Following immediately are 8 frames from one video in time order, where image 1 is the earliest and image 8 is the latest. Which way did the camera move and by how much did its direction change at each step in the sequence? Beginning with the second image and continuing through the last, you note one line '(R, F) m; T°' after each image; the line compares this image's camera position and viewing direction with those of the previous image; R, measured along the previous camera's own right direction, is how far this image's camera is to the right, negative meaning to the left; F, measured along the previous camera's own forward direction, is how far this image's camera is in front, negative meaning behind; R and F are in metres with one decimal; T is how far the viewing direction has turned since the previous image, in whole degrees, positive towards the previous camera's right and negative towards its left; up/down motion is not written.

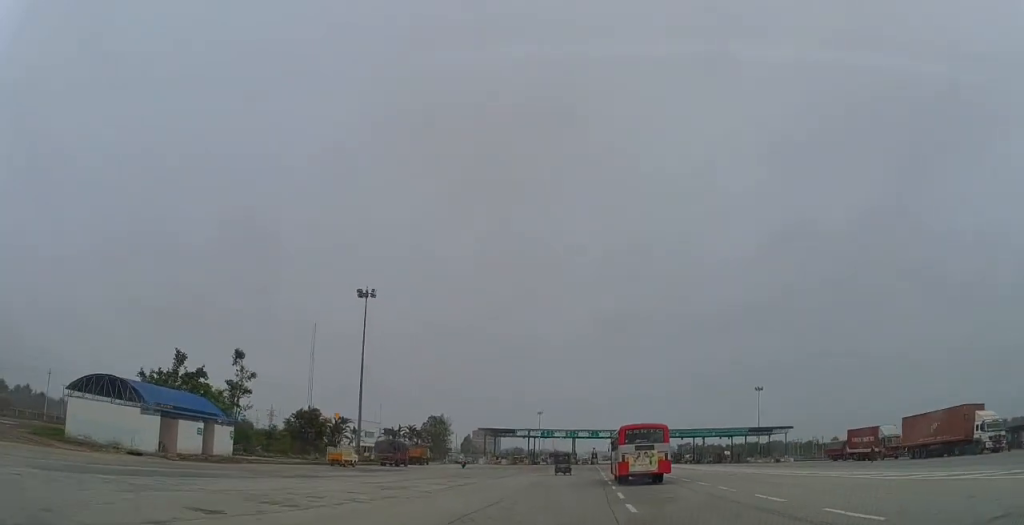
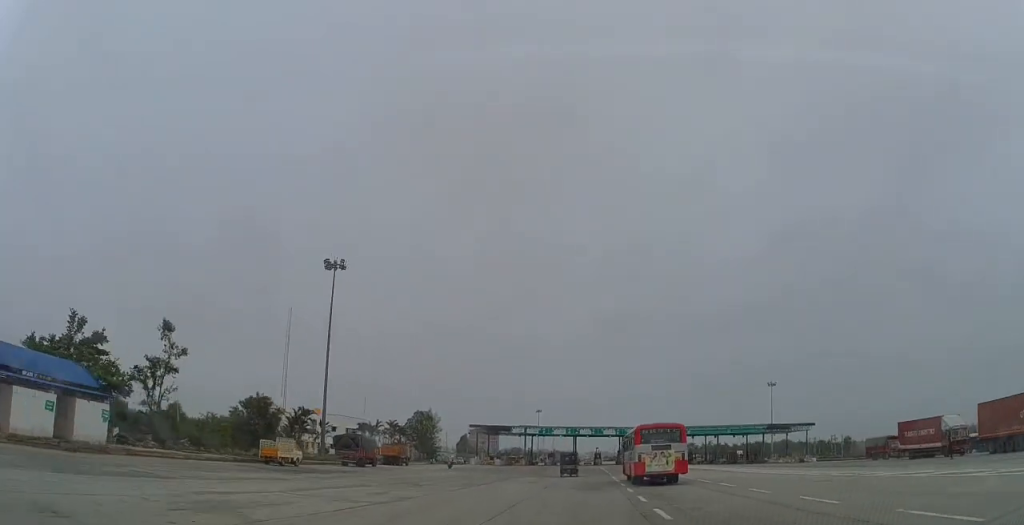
(0.0, +13.7) m; 0°
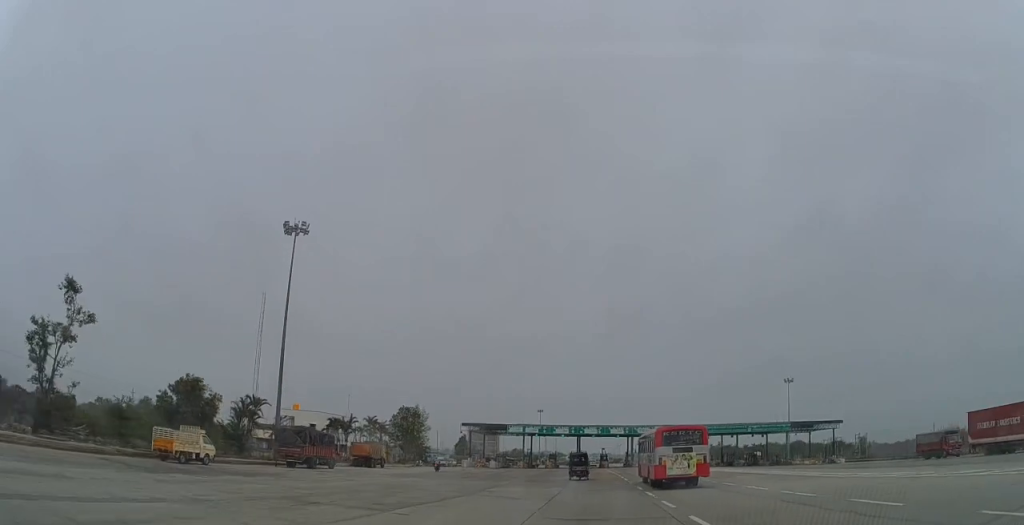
(-0.1, +13.1) m; 0°
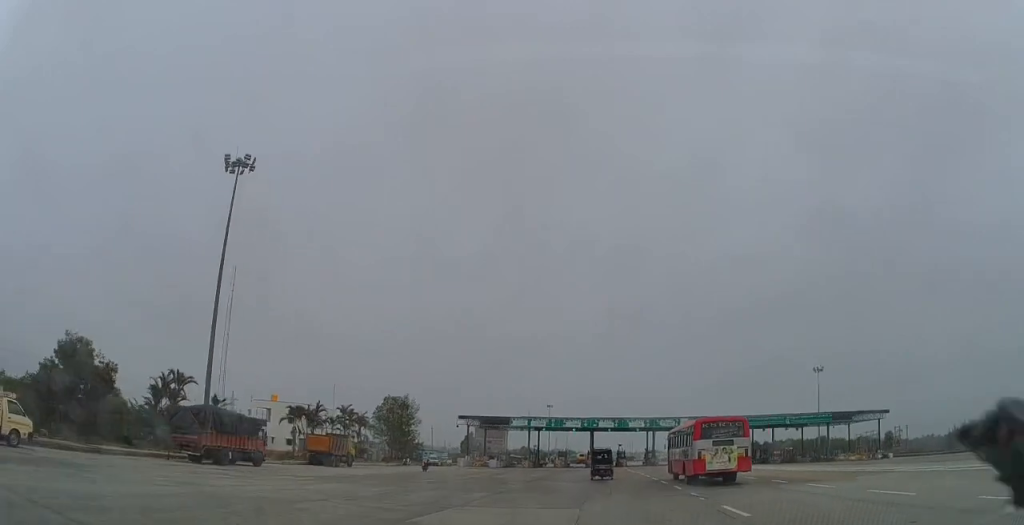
(0.0, +14.6) m; 0°
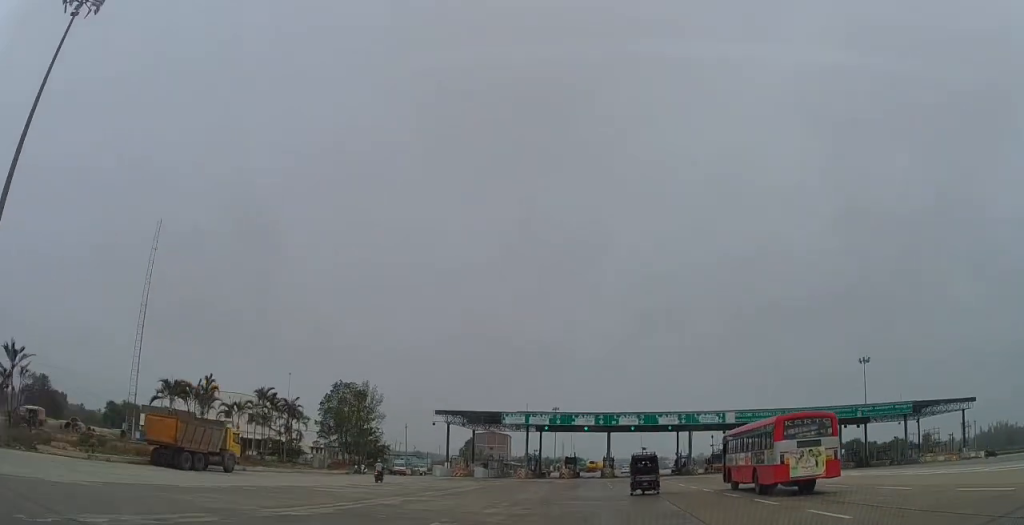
(-0.1, +21.0) m; -1°
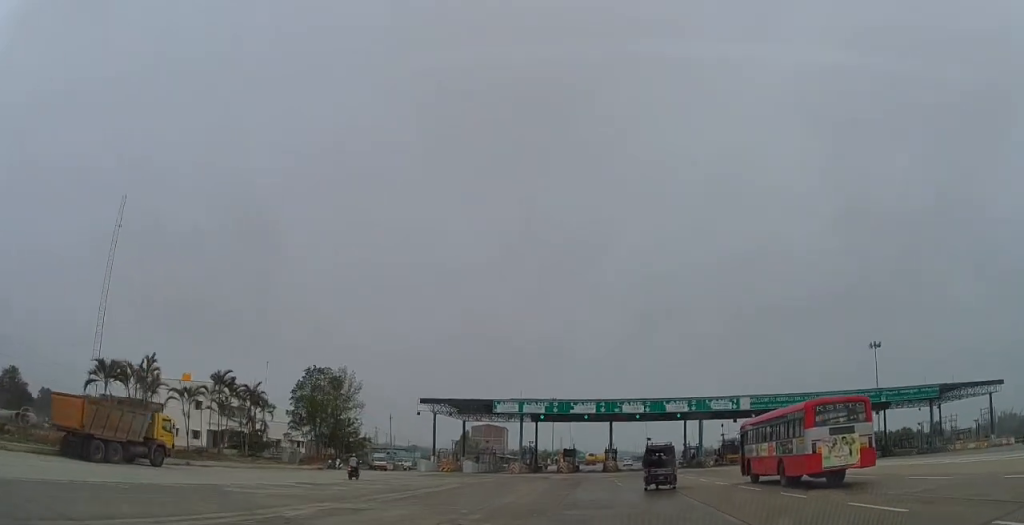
(0.0, +5.3) m; 0°
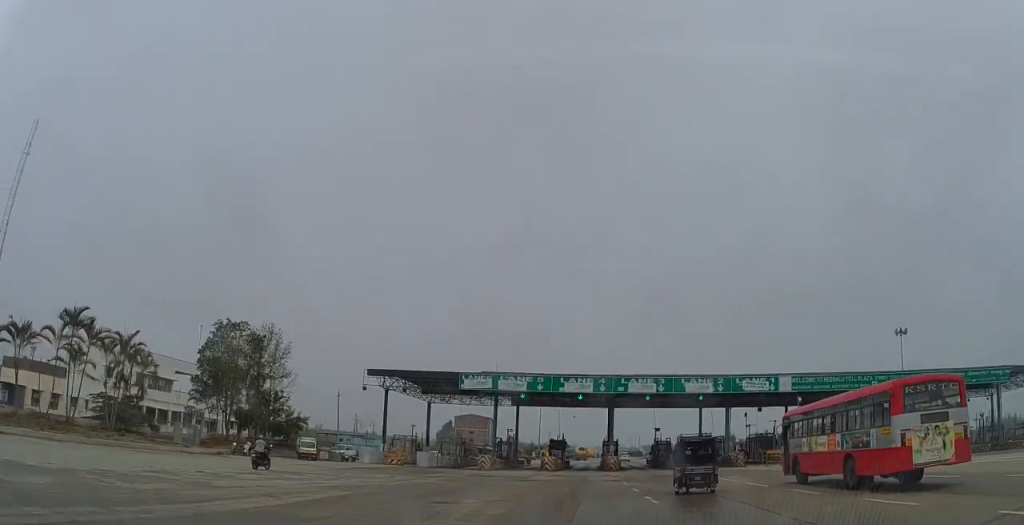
(0.0, +12.2) m; 0°
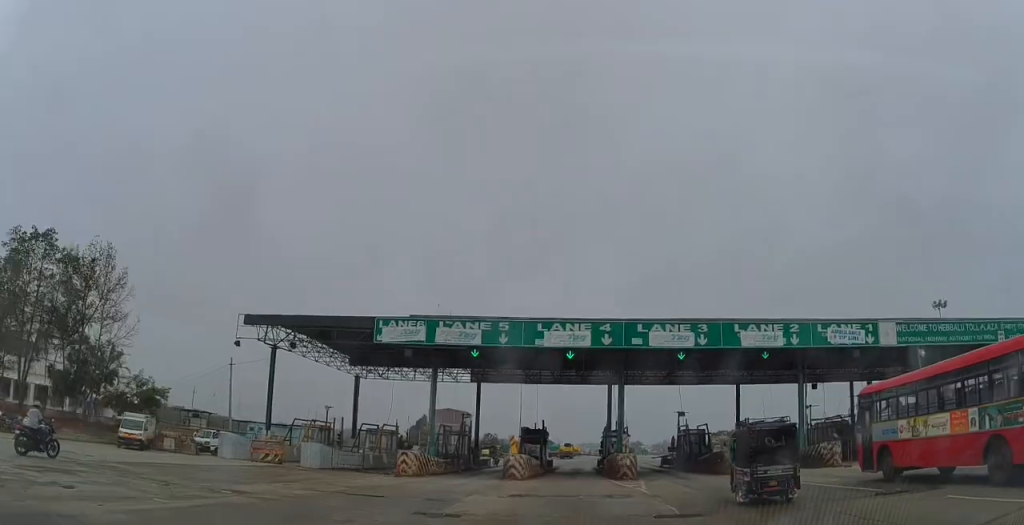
(+0.1, +17.9) m; +1°
